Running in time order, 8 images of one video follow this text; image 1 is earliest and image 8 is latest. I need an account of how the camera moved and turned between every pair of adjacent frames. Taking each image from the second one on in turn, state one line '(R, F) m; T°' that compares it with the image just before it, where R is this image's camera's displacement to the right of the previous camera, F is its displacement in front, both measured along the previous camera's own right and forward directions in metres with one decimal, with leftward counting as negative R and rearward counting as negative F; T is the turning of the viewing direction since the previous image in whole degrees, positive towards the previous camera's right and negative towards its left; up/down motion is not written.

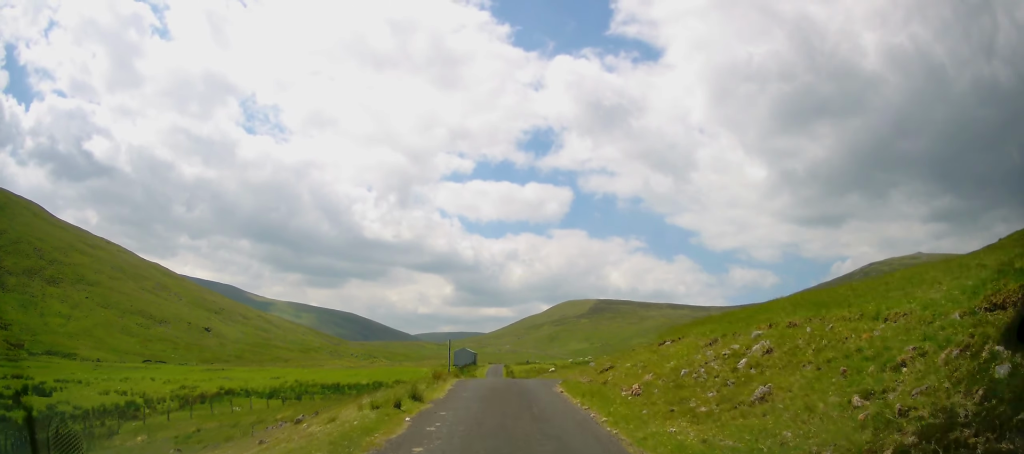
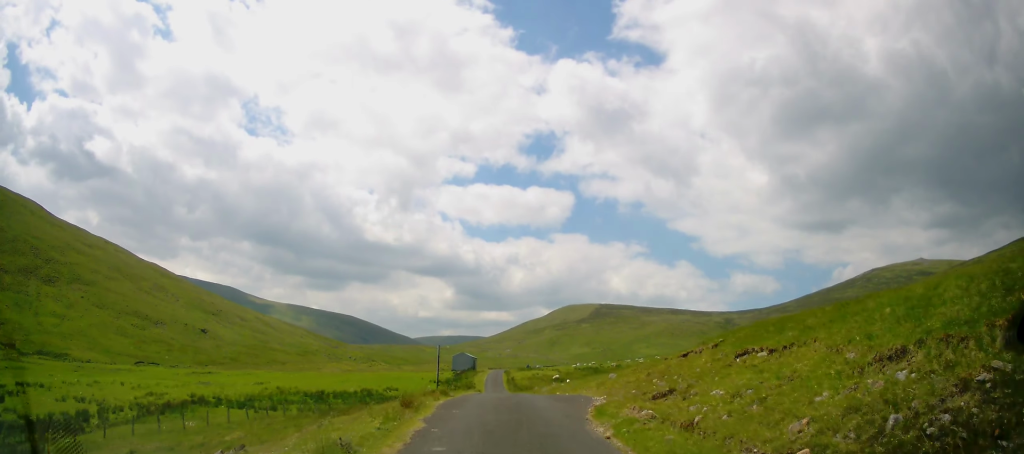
(0.0, +5.5) m; +2°
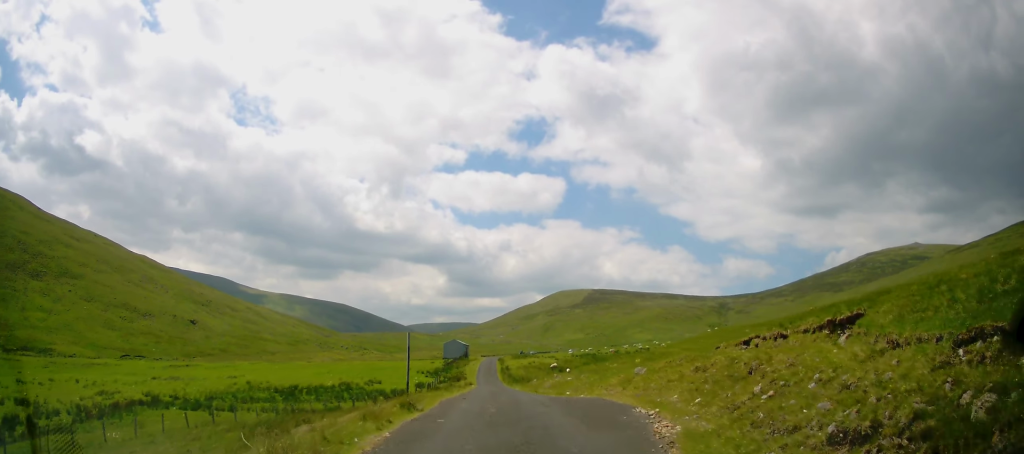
(+0.2, +6.5) m; 0°
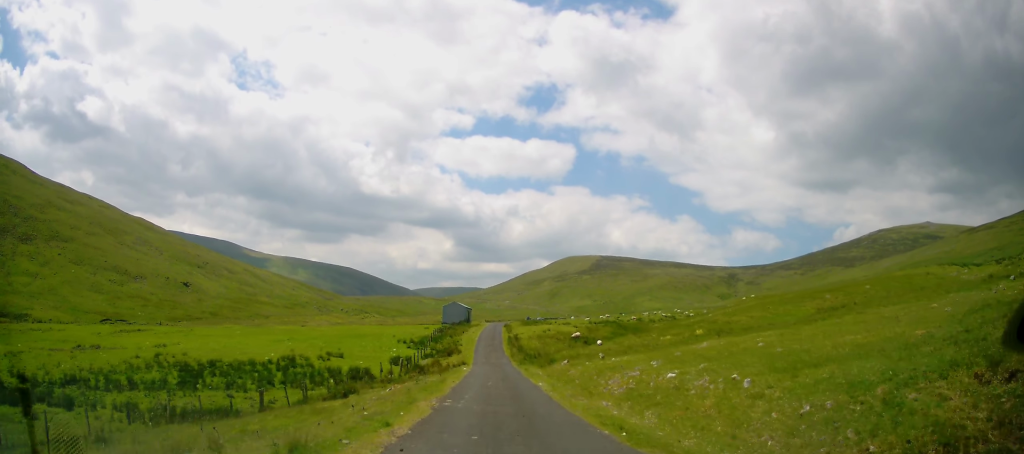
(0.0, +17.4) m; 0°
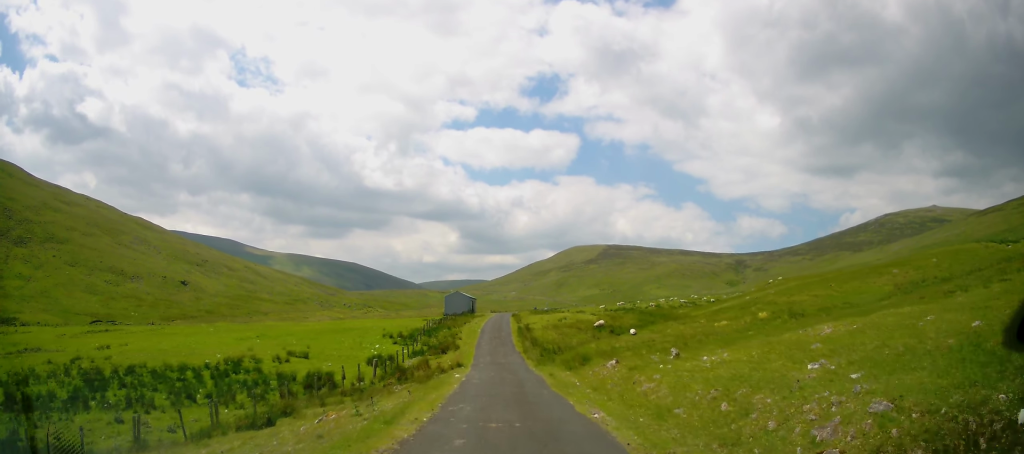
(-0.1, +9.9) m; -2°
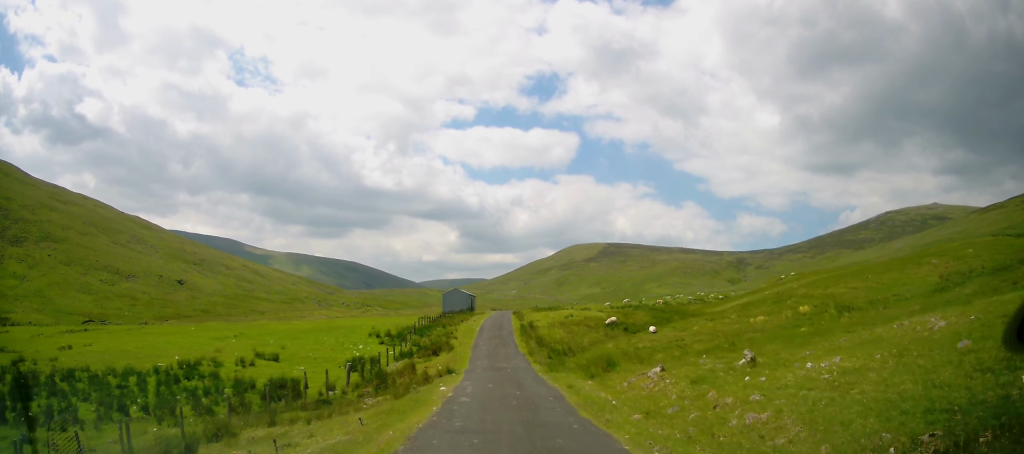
(-0.1, +4.8) m; -1°
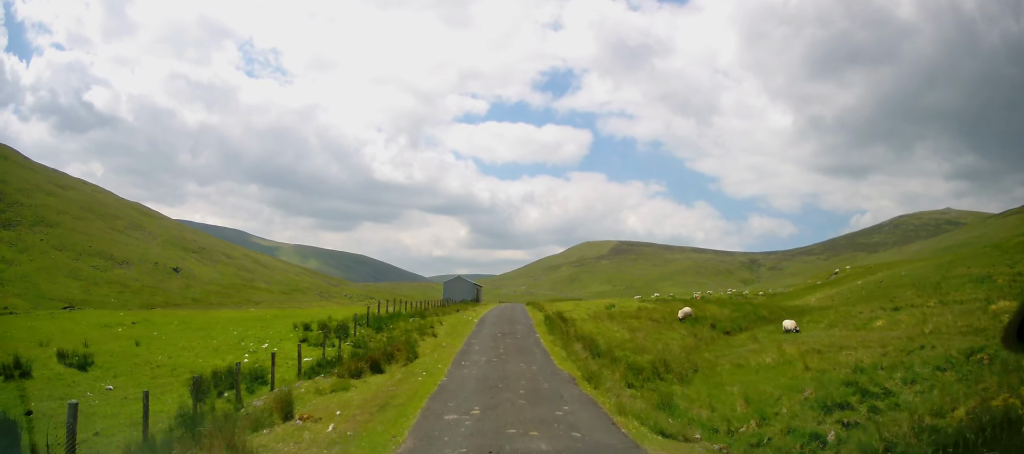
(0.0, +15.2) m; -1°
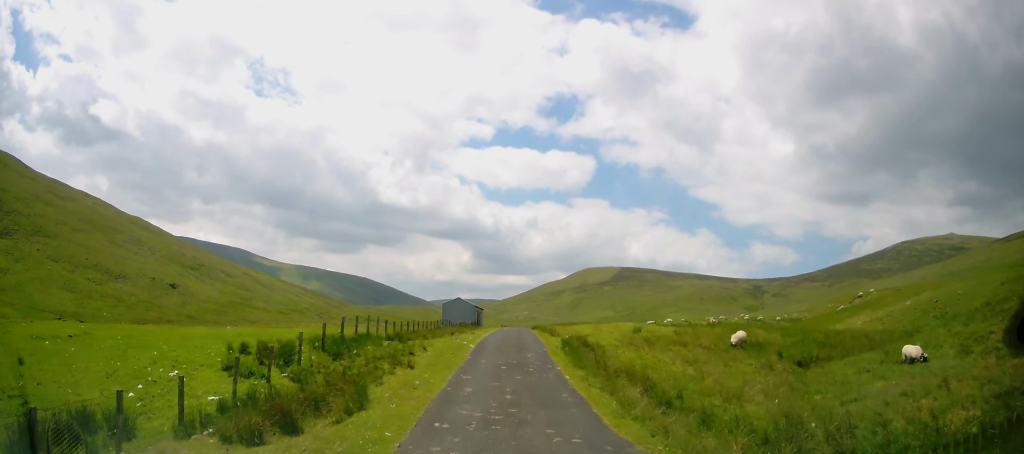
(0.0, +6.0) m; 0°
